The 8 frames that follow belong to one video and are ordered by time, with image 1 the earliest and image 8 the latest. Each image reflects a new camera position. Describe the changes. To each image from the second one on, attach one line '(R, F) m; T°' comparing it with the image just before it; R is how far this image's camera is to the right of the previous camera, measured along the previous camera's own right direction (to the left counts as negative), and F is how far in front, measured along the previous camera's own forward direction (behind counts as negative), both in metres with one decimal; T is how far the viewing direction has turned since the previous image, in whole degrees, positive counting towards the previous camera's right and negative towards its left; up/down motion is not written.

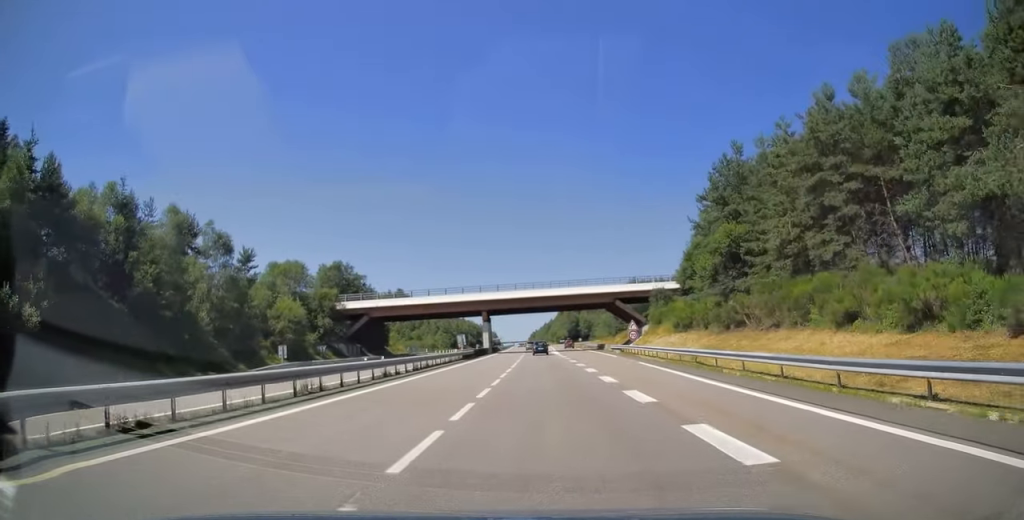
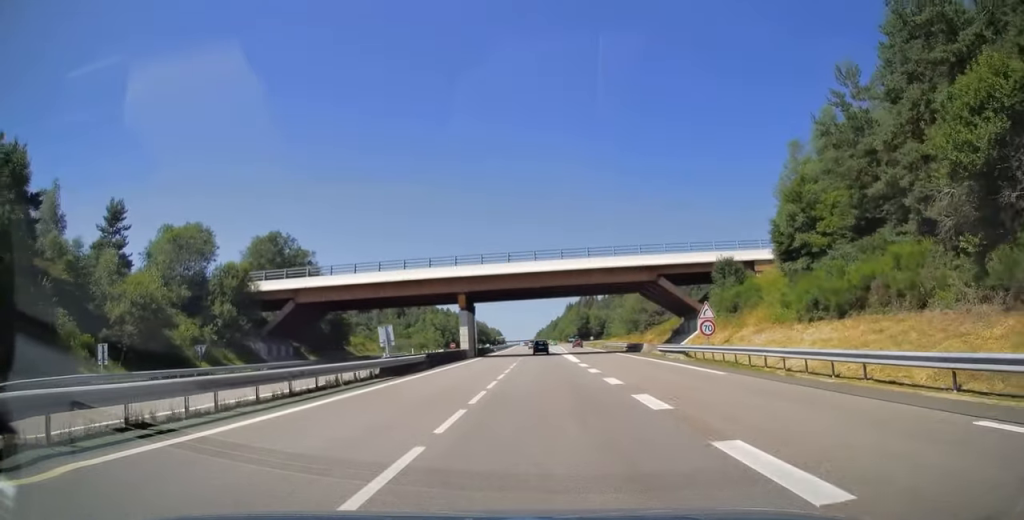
(-0.2, +26.3) m; -1°
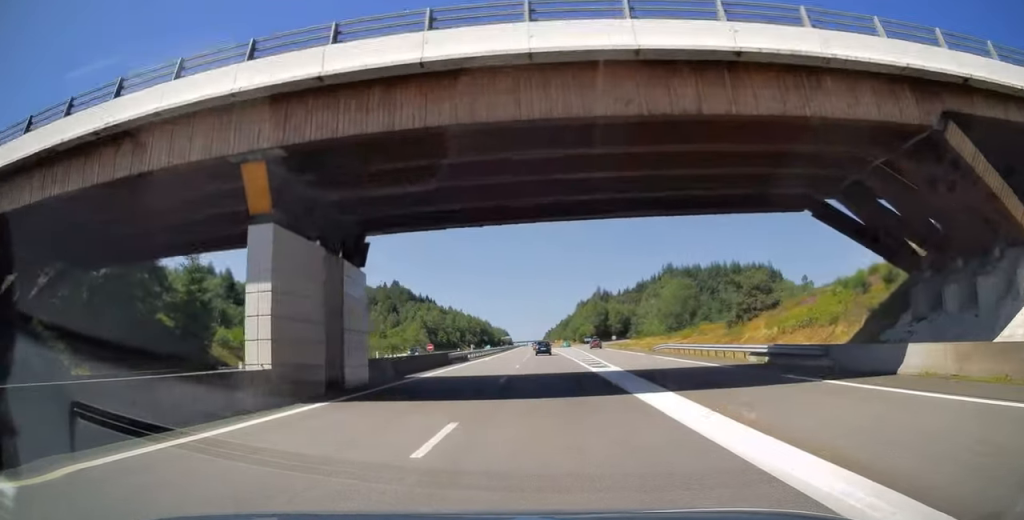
(-0.3, +35.9) m; -1°
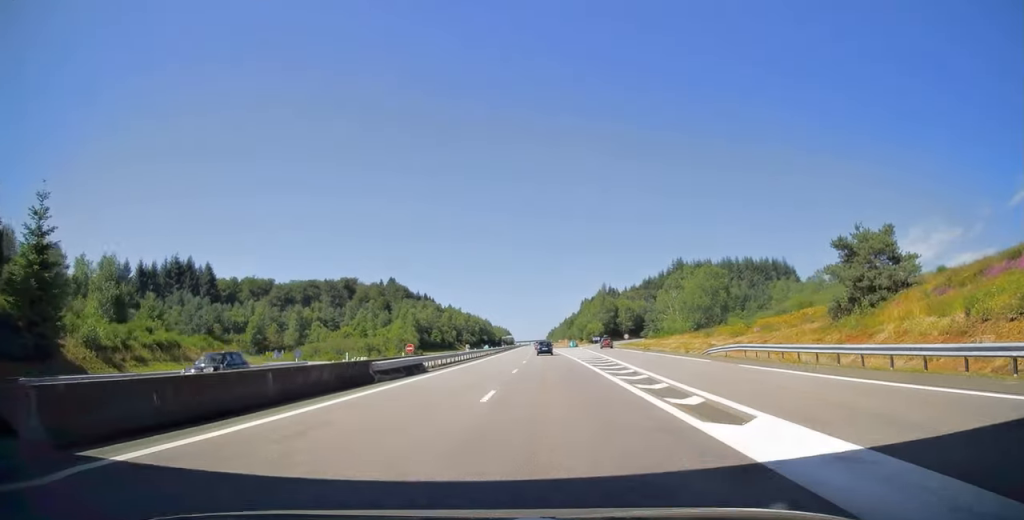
(-0.1, +17.7) m; 0°
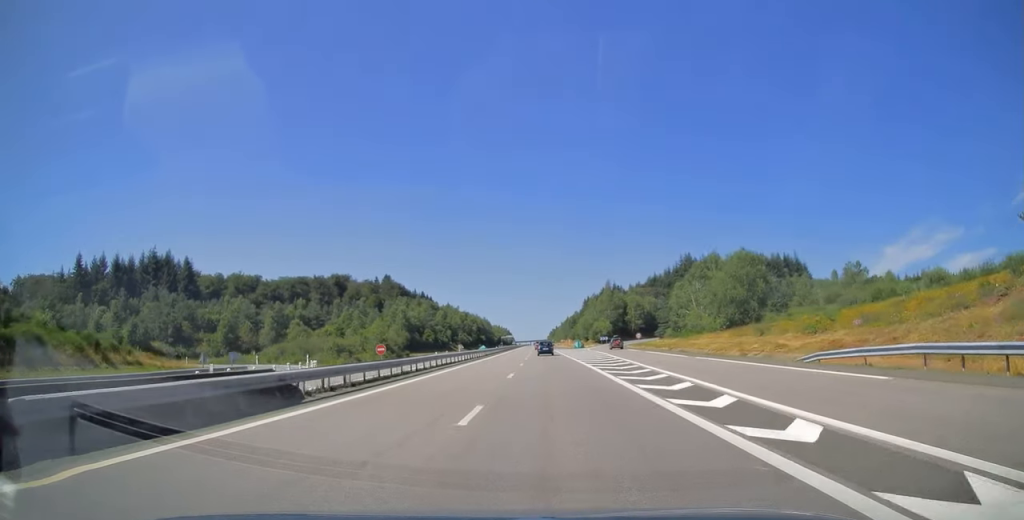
(-0.1, +15.7) m; 0°
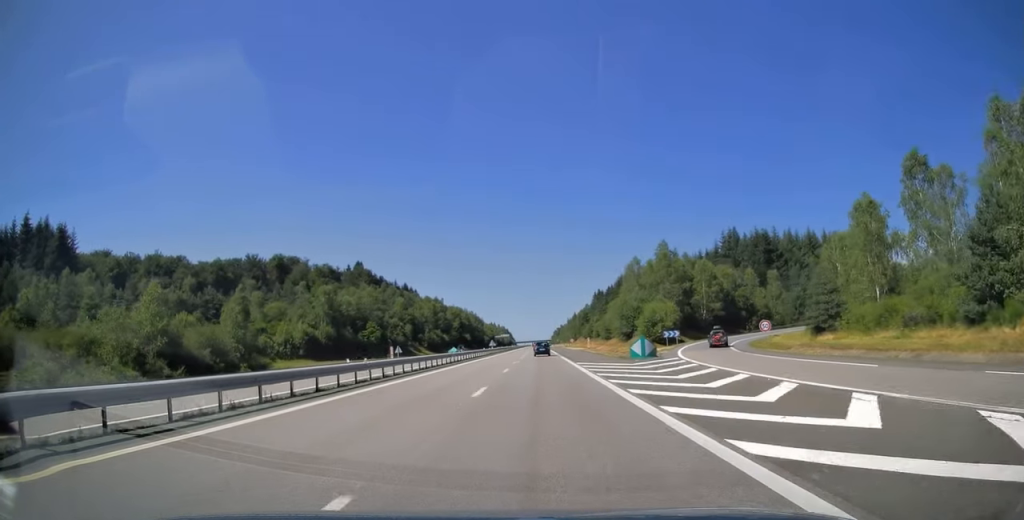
(-0.1, +71.3) m; 0°
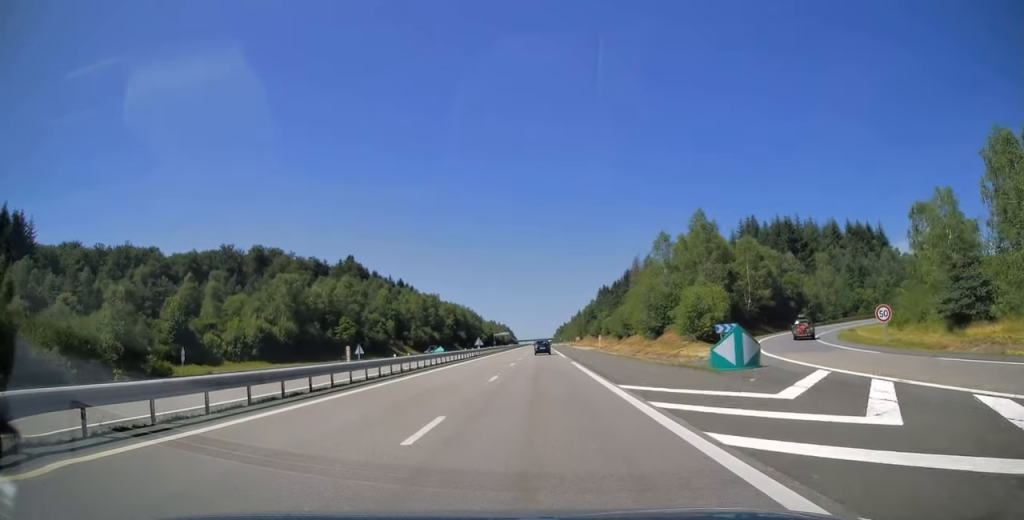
(+0.1, +20.6) m; 0°
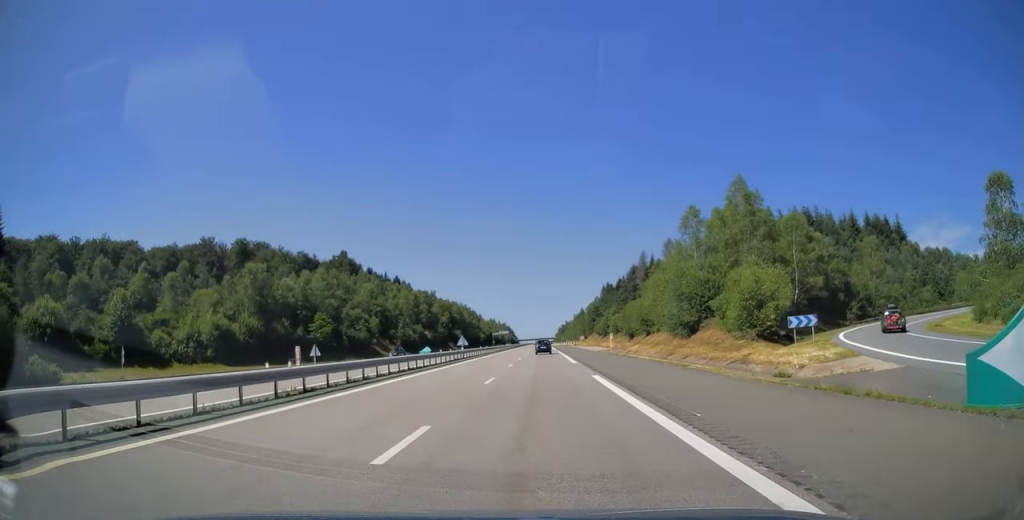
(-0.2, +14.7) m; 0°
